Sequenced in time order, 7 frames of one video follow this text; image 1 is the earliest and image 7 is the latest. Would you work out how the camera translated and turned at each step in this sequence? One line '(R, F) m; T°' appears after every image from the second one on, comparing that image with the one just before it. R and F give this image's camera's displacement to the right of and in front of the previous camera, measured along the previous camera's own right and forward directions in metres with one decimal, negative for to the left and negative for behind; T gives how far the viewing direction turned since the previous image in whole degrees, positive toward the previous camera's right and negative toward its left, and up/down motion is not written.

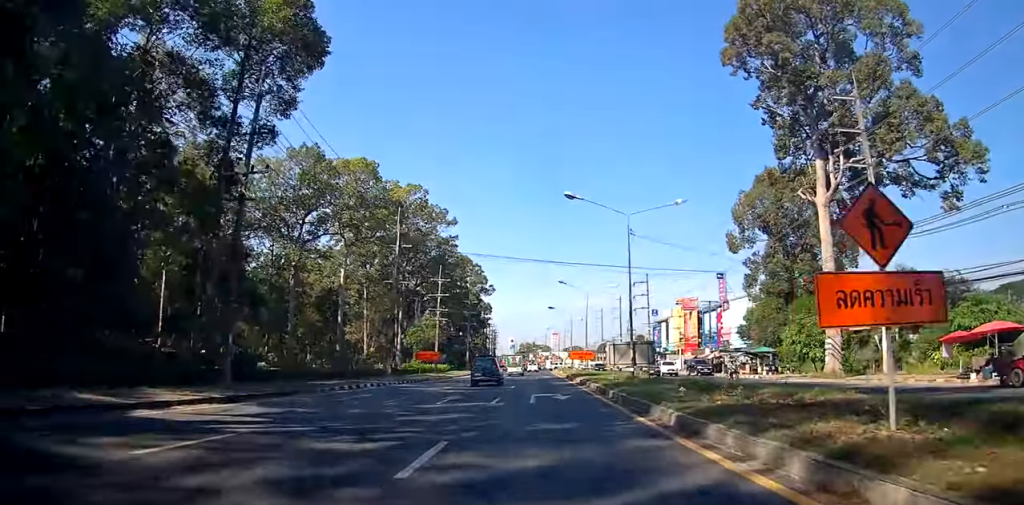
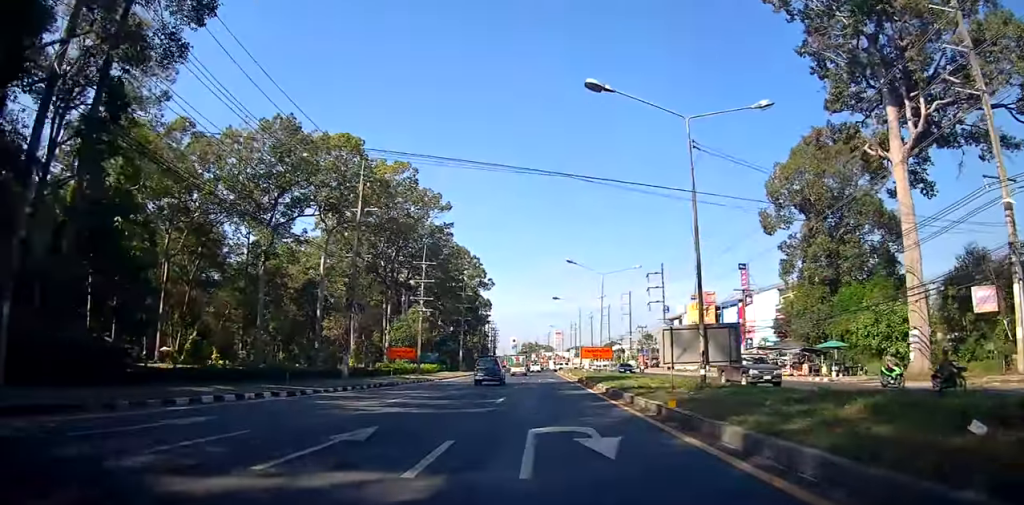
(0.0, +11.5) m; 0°
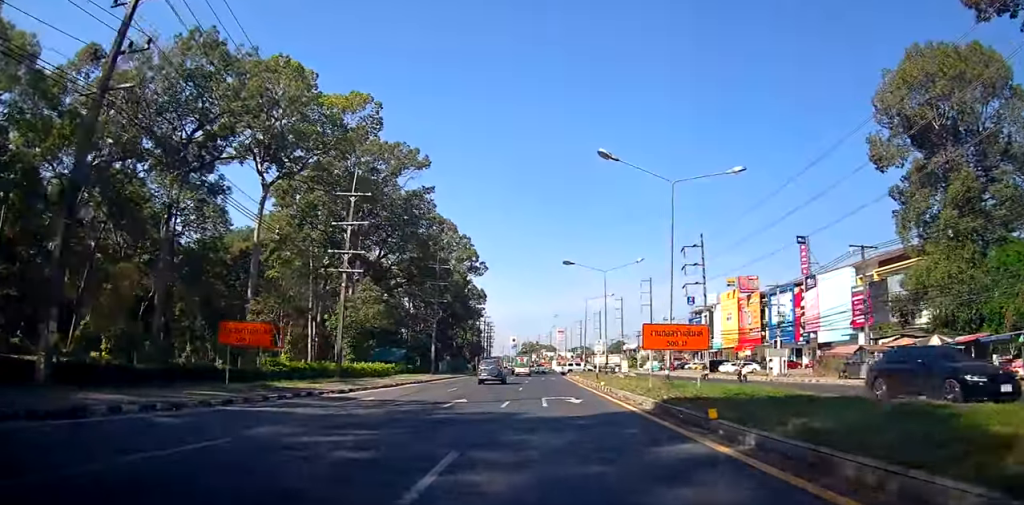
(0.0, +25.0) m; -1°
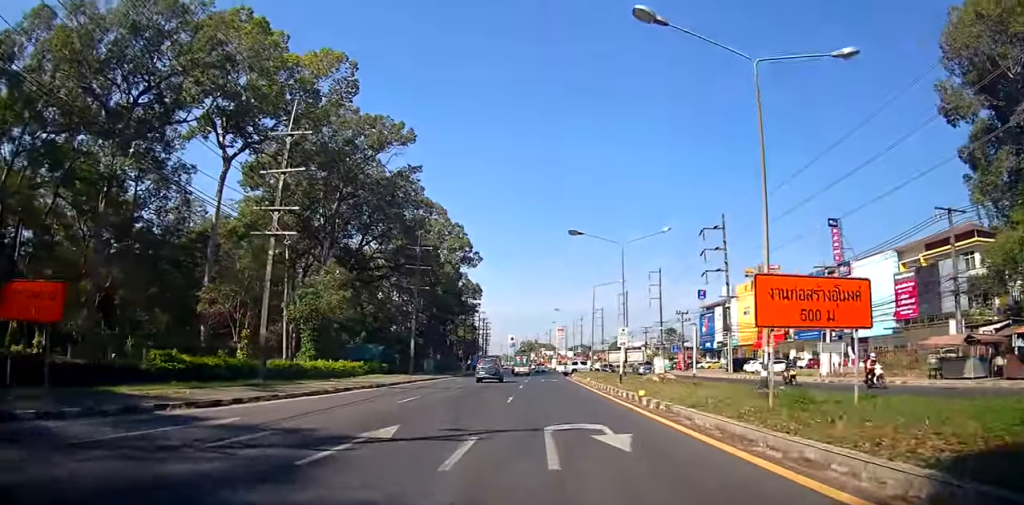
(-0.2, +10.4) m; 0°
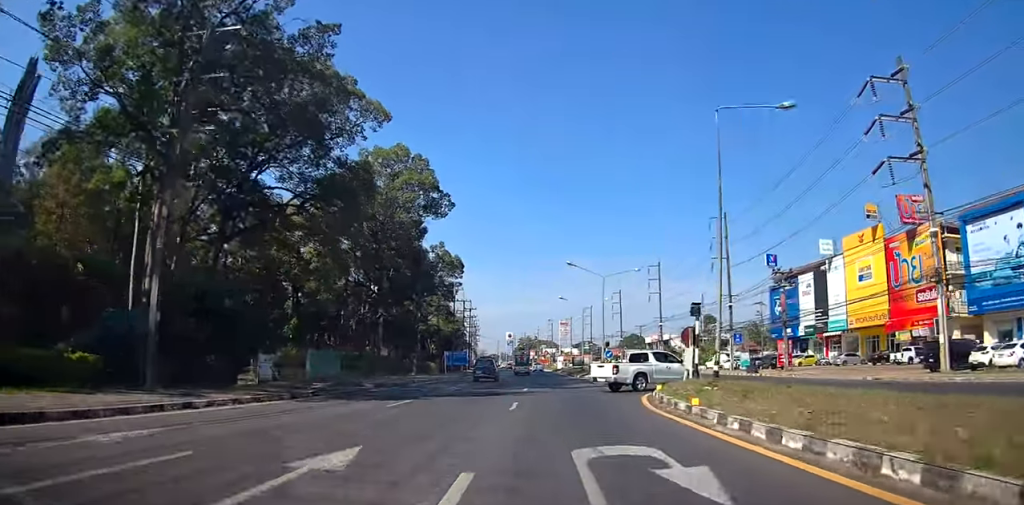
(+0.2, +40.0) m; -1°
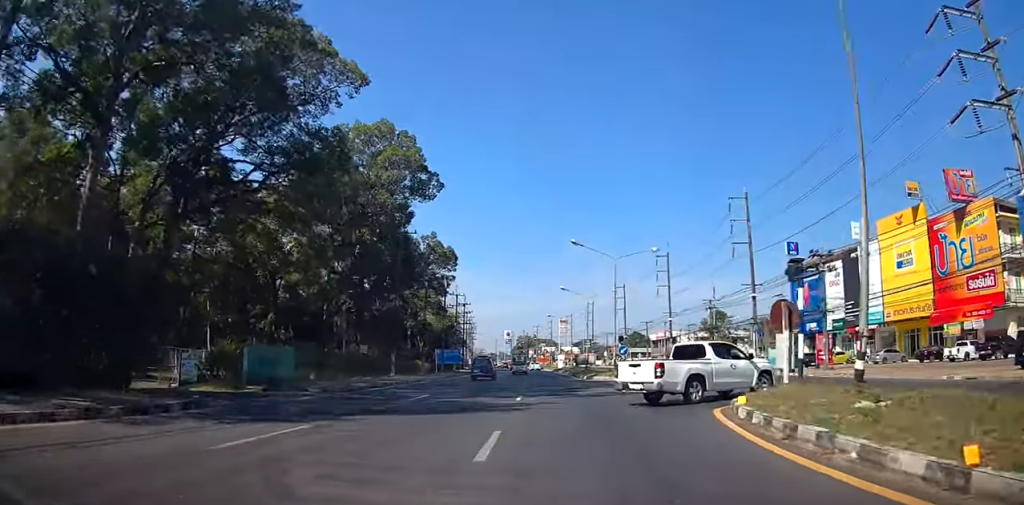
(-0.1, +8.5) m; 0°
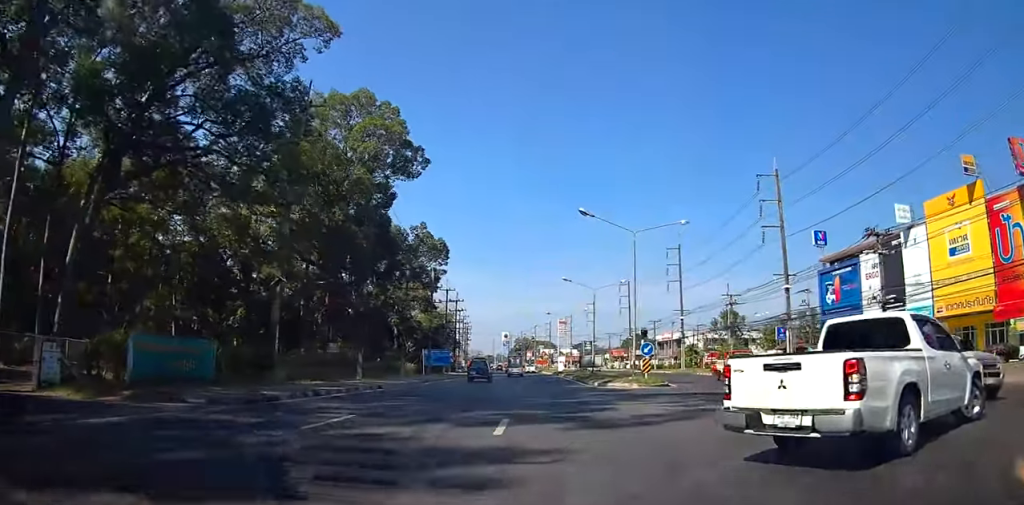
(-0.1, +9.4) m; 0°
